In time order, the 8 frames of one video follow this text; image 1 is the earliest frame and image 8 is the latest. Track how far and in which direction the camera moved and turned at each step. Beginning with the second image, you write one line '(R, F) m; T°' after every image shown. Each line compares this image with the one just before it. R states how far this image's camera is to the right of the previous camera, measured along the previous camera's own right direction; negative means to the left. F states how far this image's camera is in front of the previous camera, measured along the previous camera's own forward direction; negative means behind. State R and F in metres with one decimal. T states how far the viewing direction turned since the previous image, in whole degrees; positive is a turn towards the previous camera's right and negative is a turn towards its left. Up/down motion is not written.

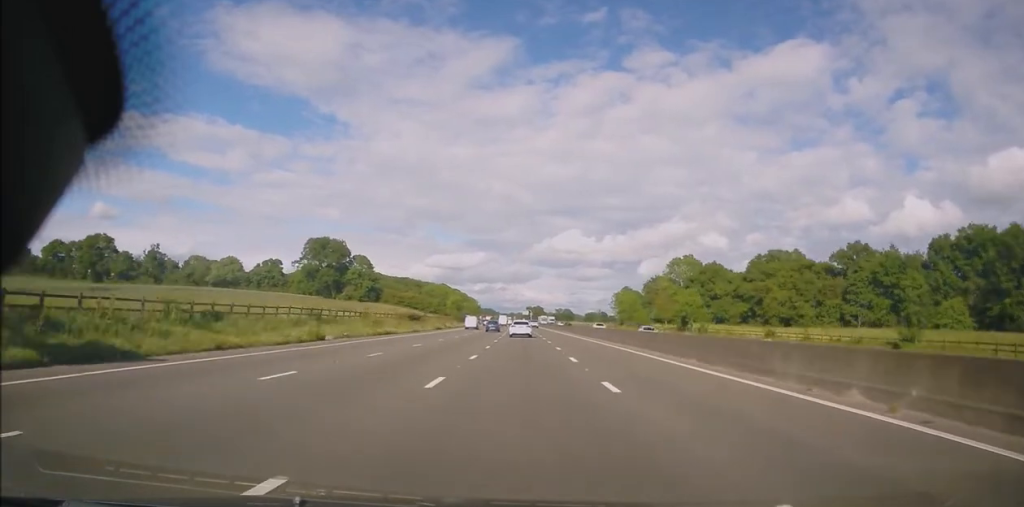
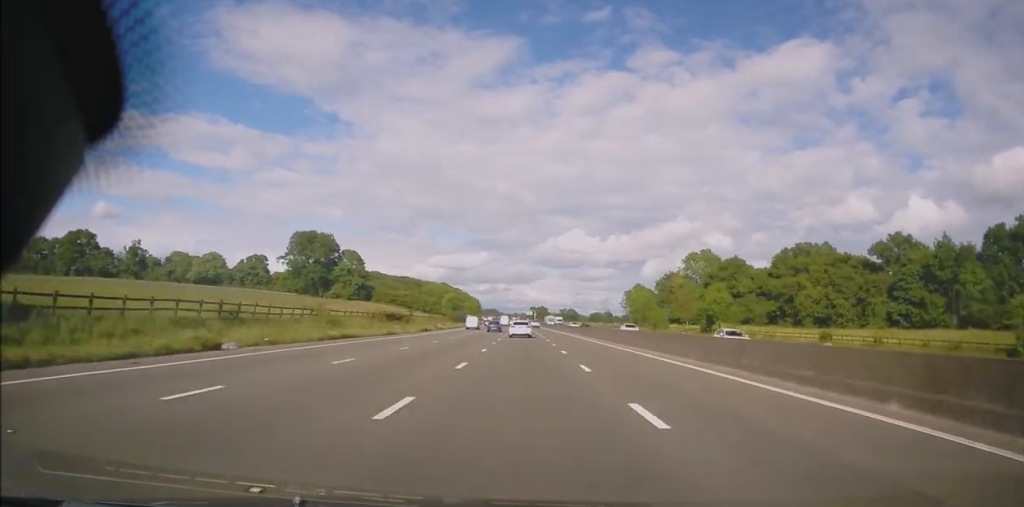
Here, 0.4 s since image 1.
(0.0, +12.5) m; 0°
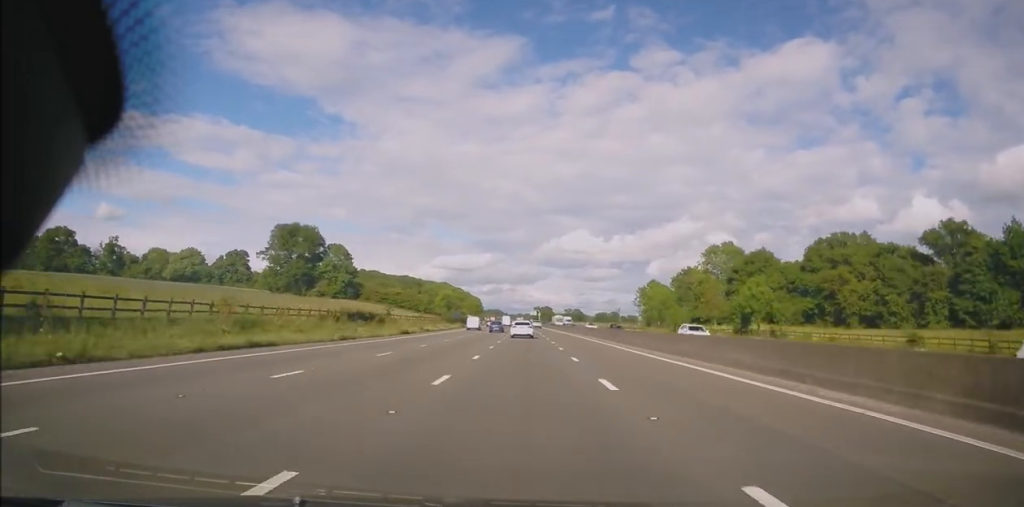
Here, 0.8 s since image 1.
(0.0, +13.5) m; 0°
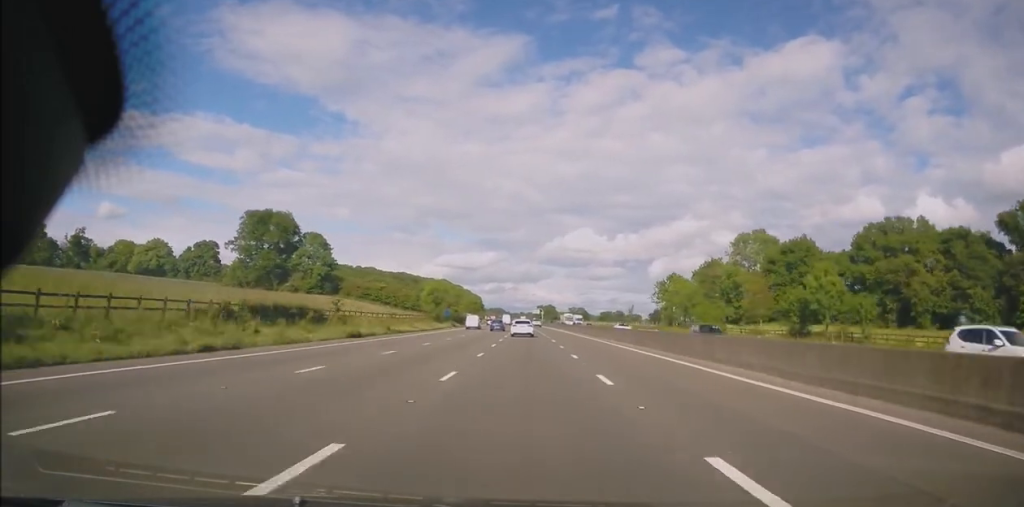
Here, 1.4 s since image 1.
(+0.1, +16.8) m; 0°
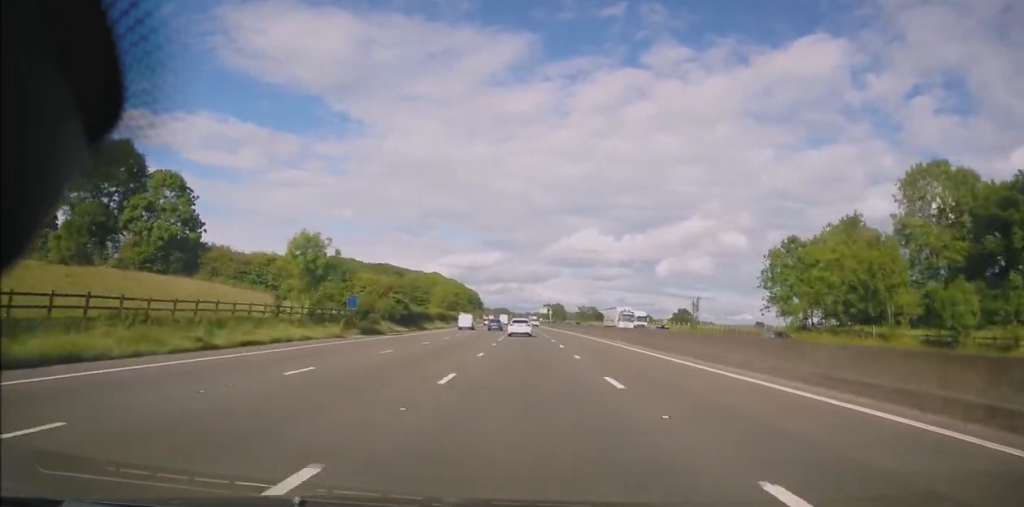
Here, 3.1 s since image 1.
(-0.1, +53.3) m; 0°
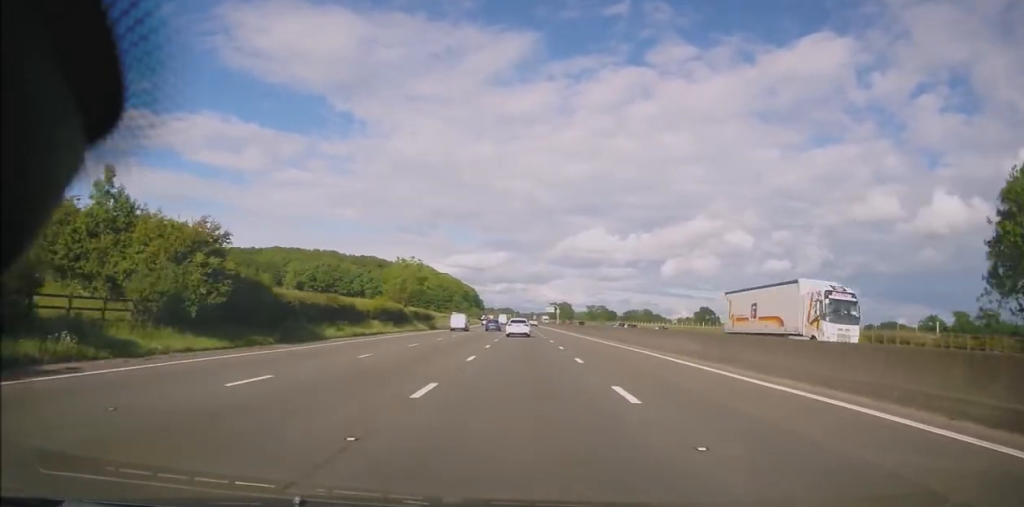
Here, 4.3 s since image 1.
(-0.3, +37.3) m; -1°
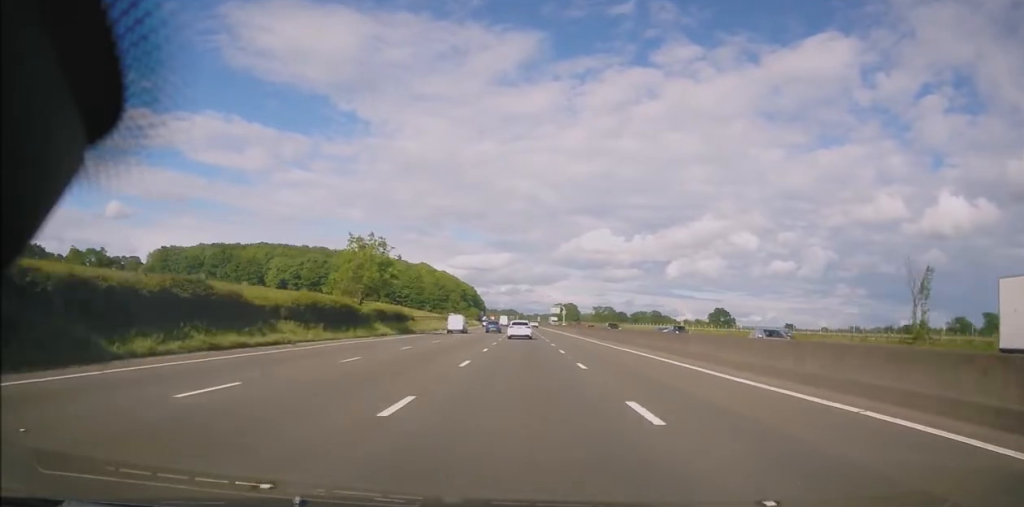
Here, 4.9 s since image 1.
(-0.2, +19.6) m; -1°
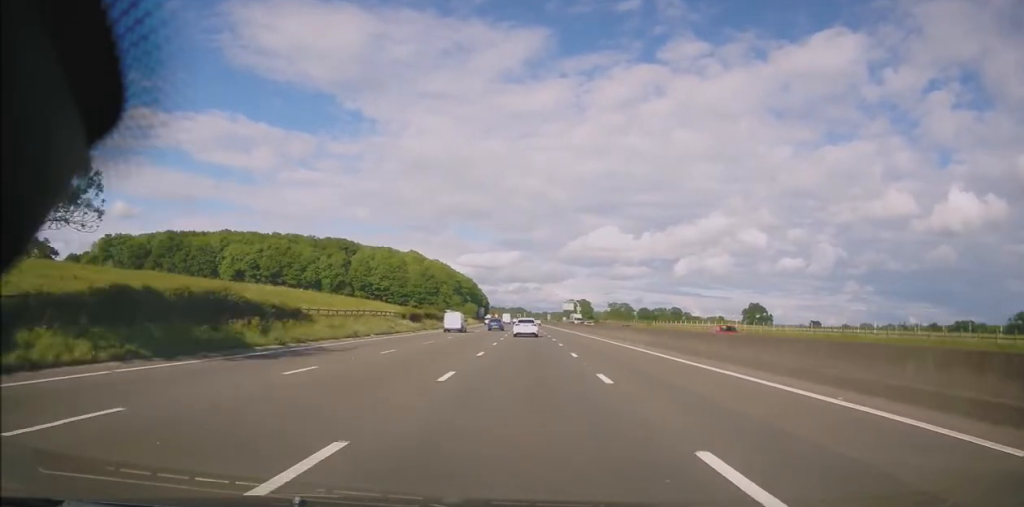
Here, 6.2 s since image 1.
(-0.1, +38.9) m; 0°
